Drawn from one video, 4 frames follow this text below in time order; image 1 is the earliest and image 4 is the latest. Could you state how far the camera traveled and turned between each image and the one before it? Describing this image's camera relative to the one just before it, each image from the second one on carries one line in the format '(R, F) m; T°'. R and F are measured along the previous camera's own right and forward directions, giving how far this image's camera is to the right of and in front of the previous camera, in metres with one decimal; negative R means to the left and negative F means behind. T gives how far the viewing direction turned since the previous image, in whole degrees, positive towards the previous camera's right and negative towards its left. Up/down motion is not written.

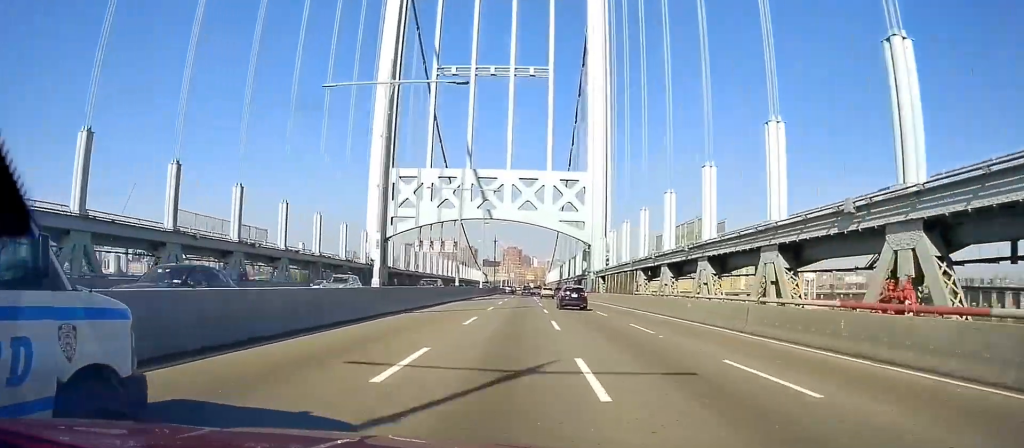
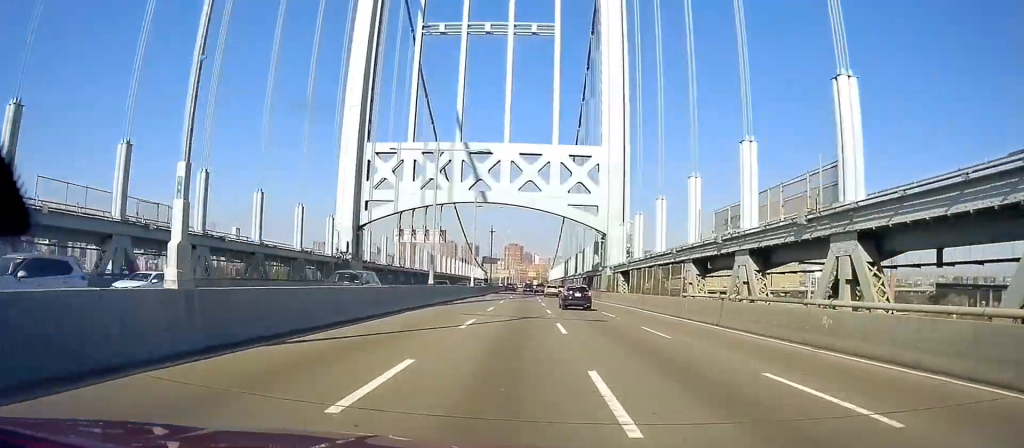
(-0.3, +14.4) m; -1°
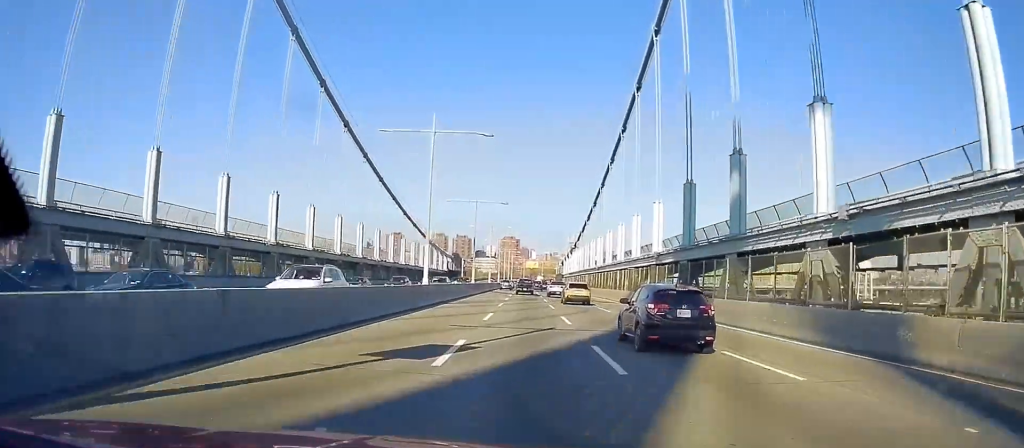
(-1.0, +119.8) m; 0°
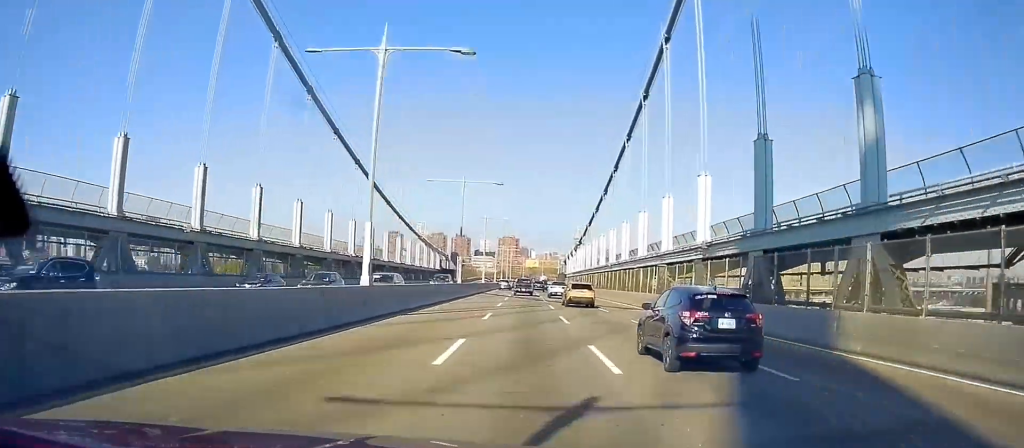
(+0.3, +12.2) m; 0°
